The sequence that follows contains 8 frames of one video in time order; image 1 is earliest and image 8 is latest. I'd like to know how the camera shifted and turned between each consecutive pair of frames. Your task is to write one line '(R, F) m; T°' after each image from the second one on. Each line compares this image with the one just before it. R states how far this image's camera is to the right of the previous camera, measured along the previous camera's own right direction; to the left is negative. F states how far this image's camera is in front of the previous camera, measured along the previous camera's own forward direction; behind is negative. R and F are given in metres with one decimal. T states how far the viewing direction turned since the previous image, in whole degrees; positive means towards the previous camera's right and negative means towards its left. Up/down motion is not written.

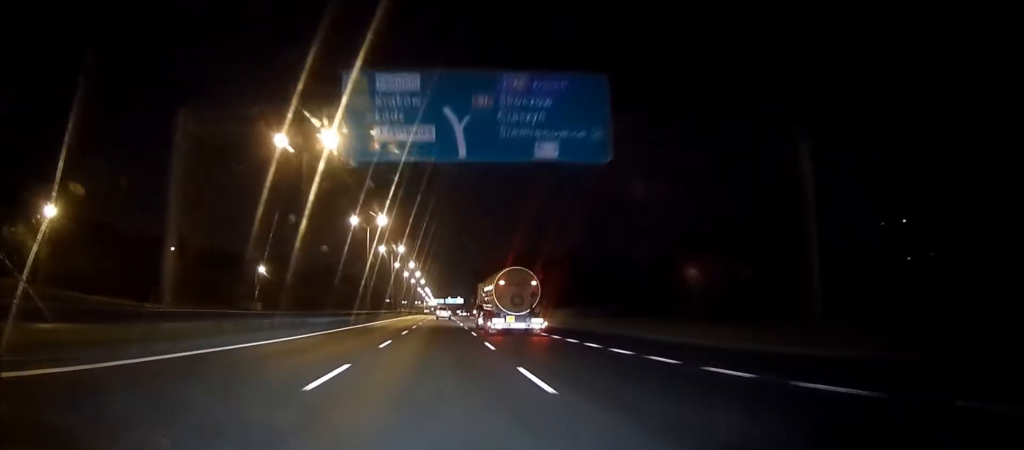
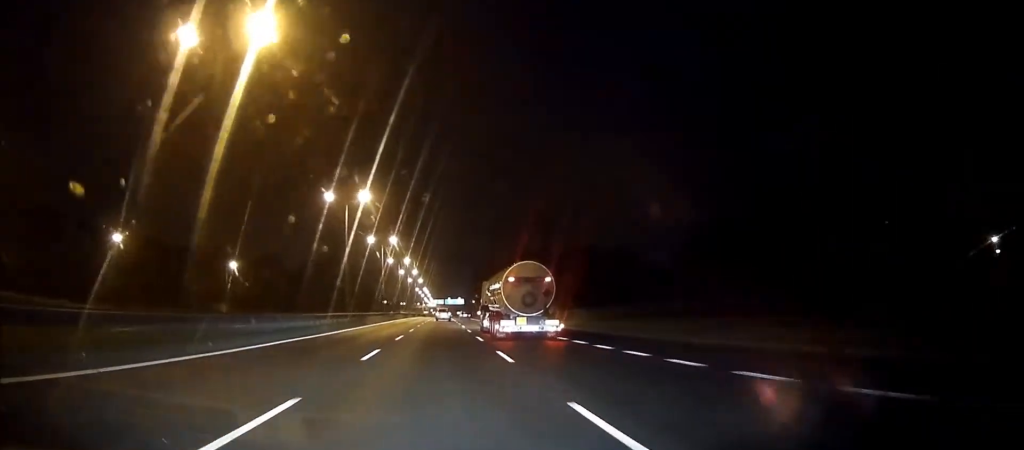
(0.0, +14.9) m; 0°
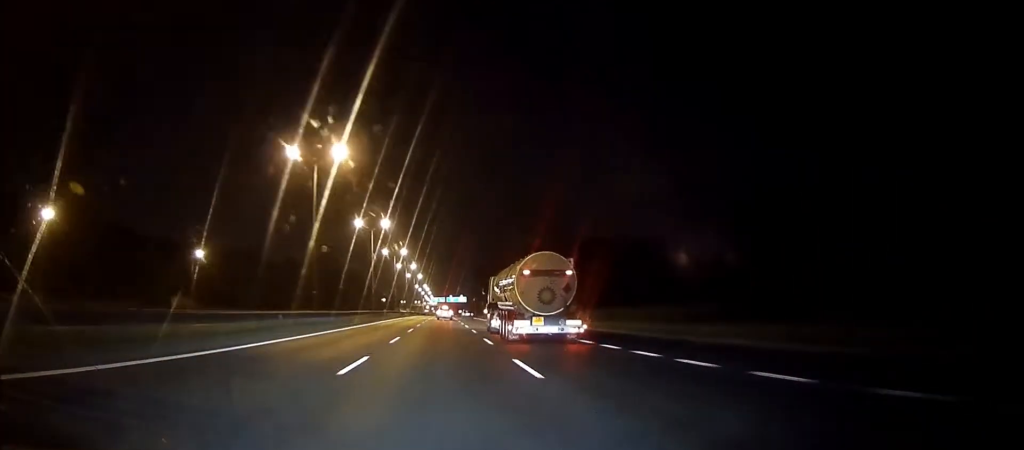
(-0.1, +11.9) m; 0°
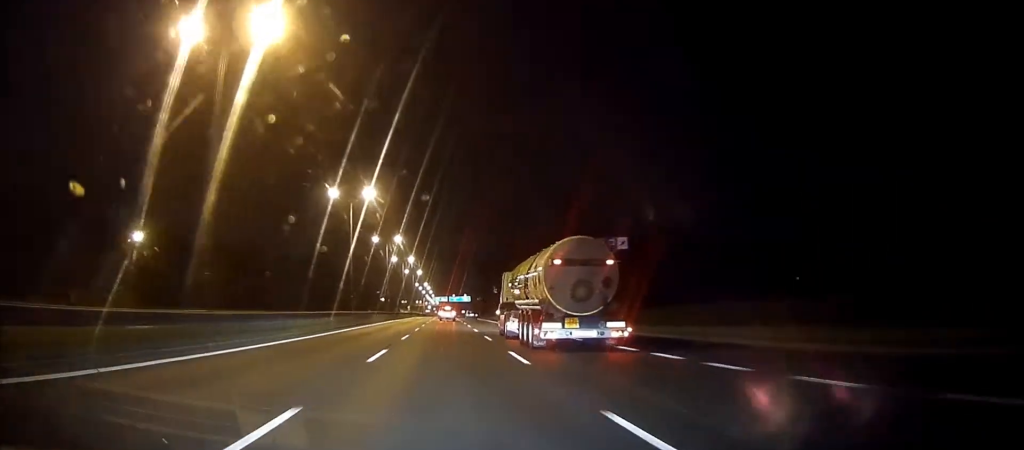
(0.0, +15.1) m; 0°
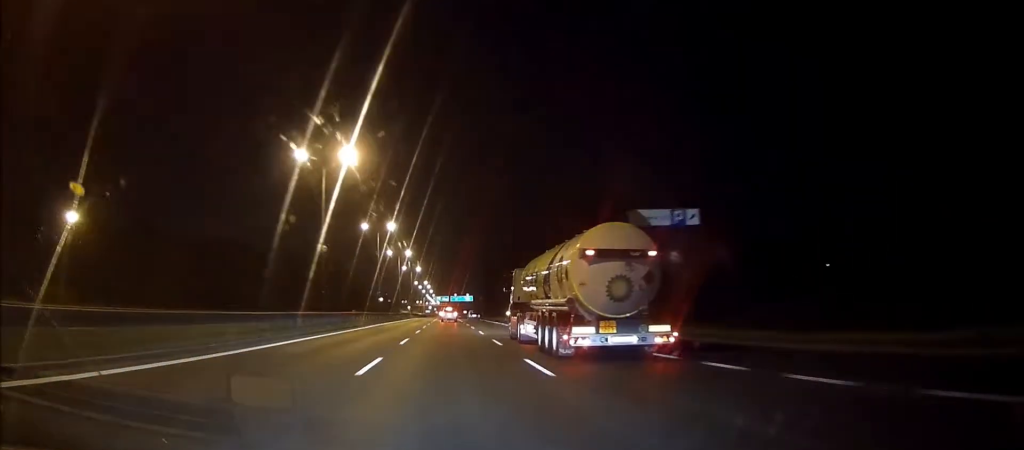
(0.0, +10.1) m; 0°
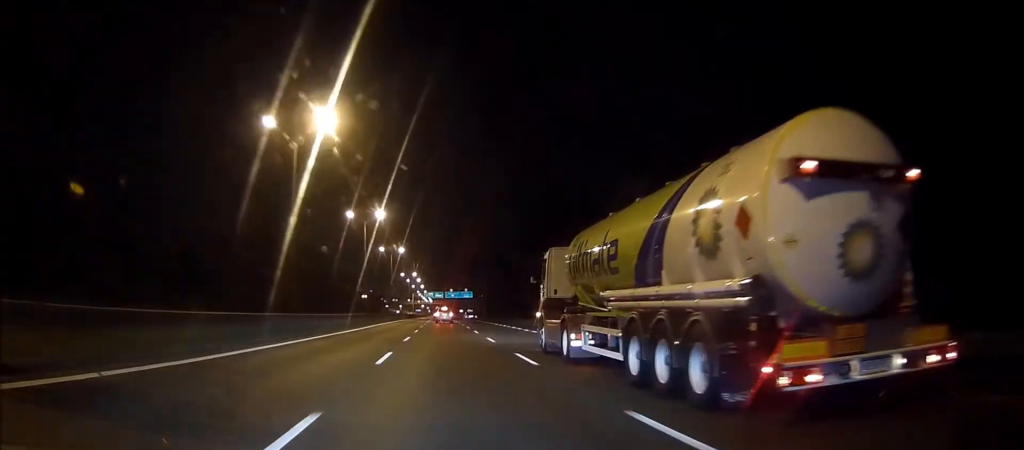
(+0.1, +31.5) m; 0°
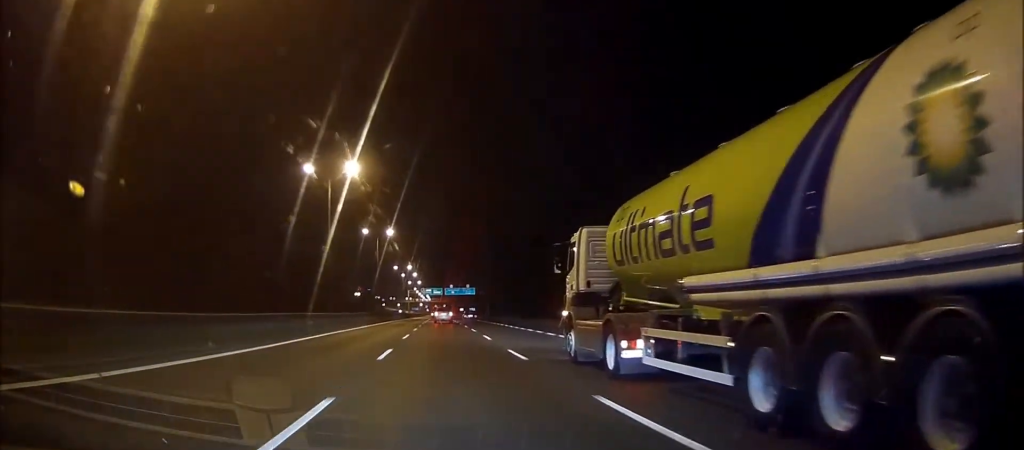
(0.0, +18.5) m; 0°
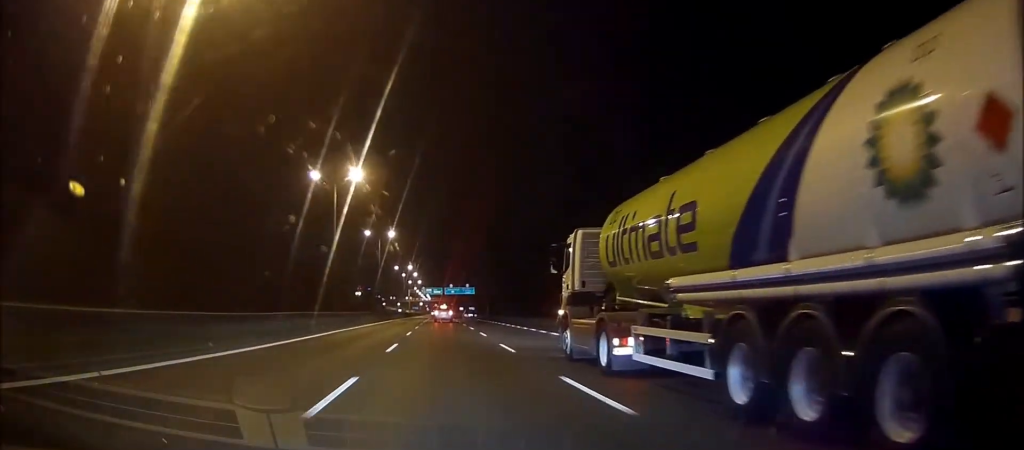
(0.0, +22.8) m; 0°
